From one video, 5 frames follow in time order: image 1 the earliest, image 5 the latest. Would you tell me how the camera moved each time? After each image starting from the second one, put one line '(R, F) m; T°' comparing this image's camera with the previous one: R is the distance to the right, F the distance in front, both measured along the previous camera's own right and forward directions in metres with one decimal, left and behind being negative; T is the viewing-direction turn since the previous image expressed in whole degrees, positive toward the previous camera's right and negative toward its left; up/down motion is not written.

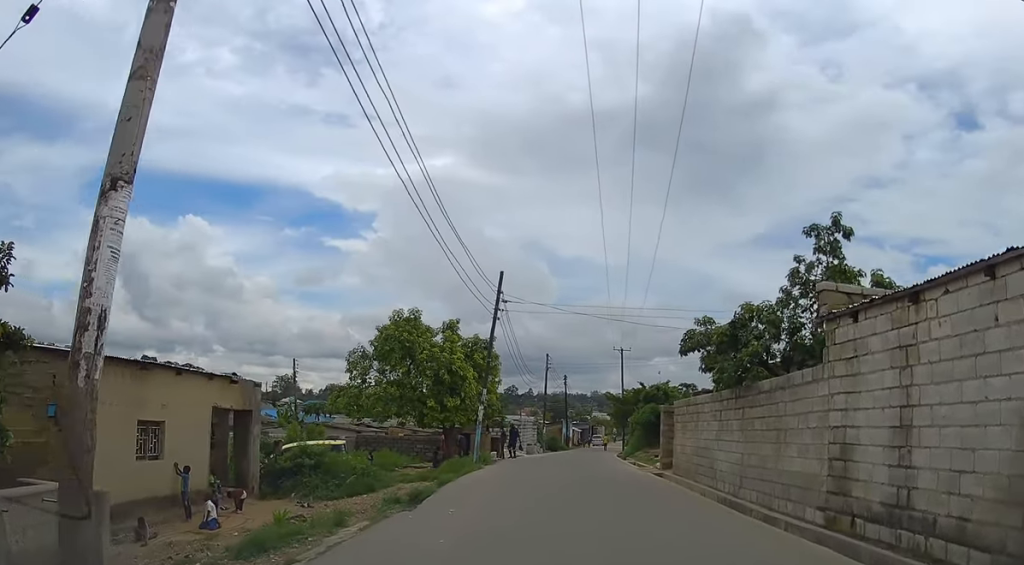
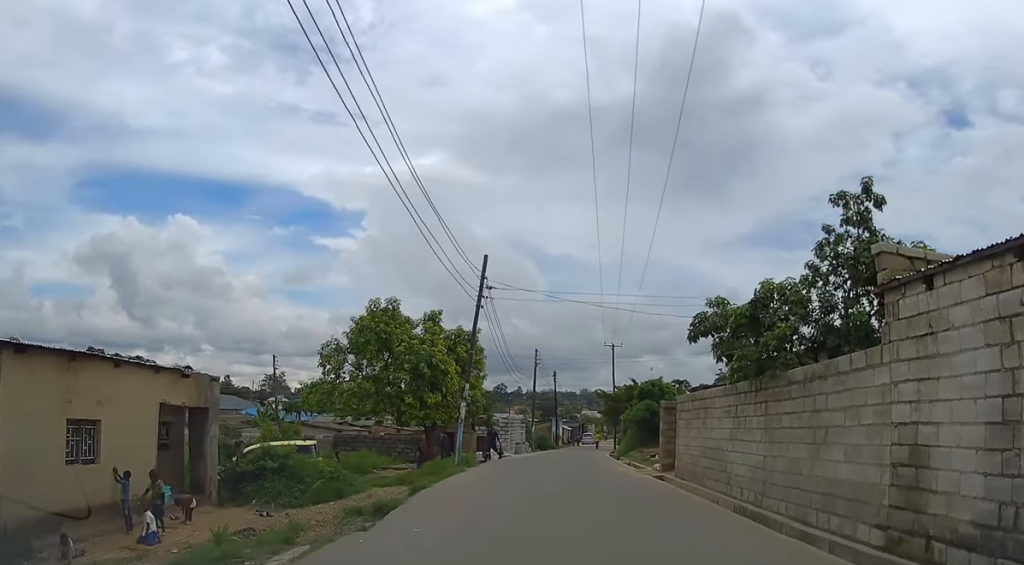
(0.0, +2.0) m; +1°
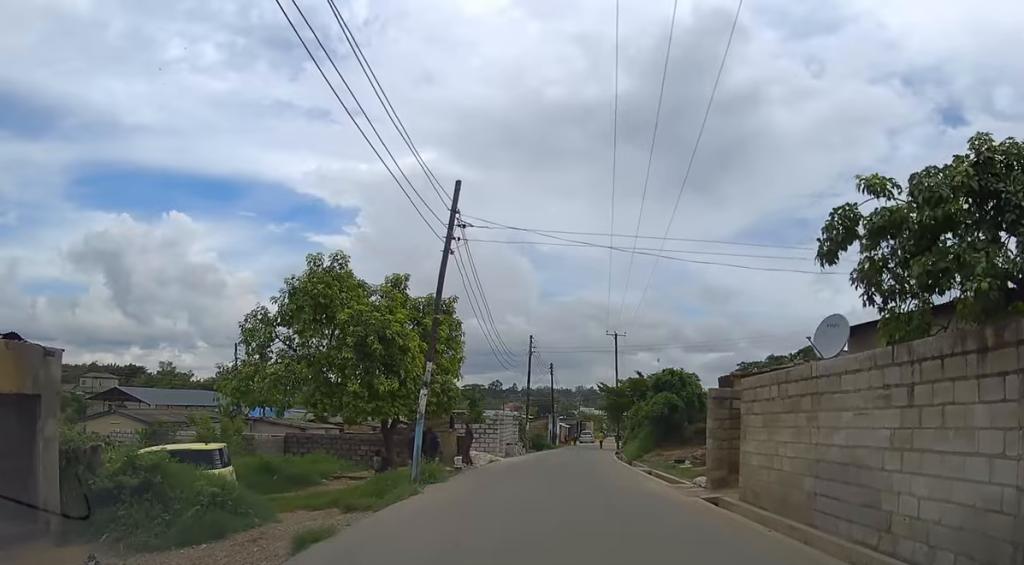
(+0.1, +6.8) m; +2°
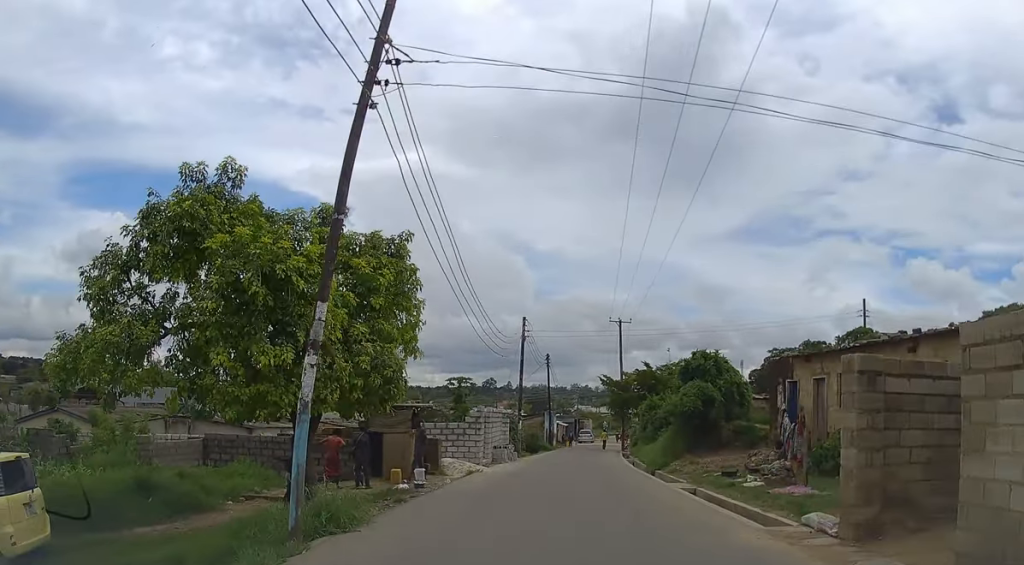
(+0.1, +7.4) m; 0°
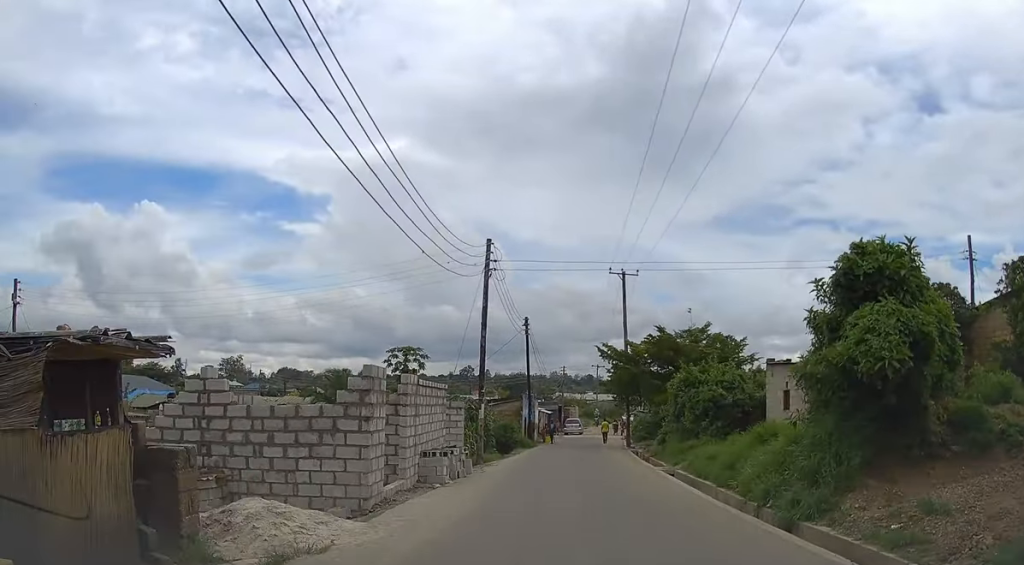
(-0.1, +15.0) m; +1°
